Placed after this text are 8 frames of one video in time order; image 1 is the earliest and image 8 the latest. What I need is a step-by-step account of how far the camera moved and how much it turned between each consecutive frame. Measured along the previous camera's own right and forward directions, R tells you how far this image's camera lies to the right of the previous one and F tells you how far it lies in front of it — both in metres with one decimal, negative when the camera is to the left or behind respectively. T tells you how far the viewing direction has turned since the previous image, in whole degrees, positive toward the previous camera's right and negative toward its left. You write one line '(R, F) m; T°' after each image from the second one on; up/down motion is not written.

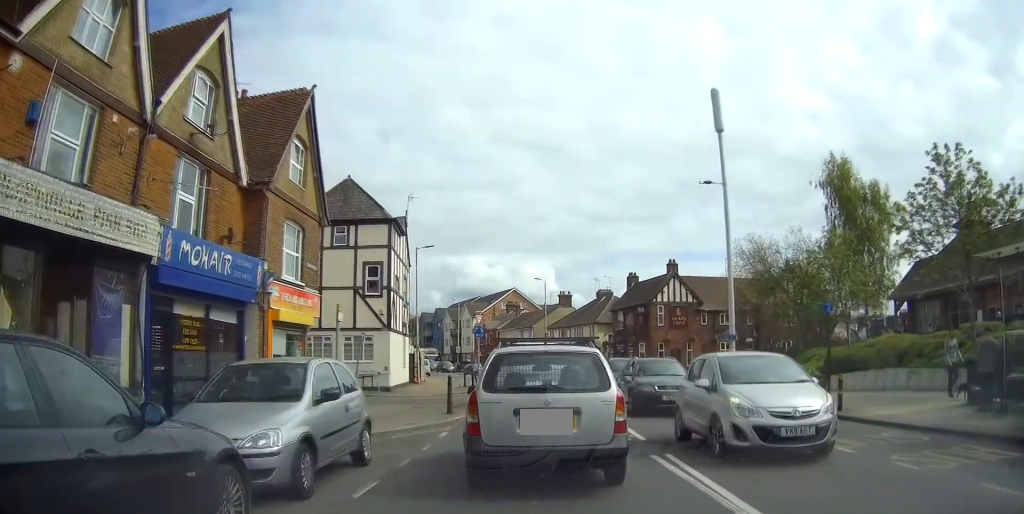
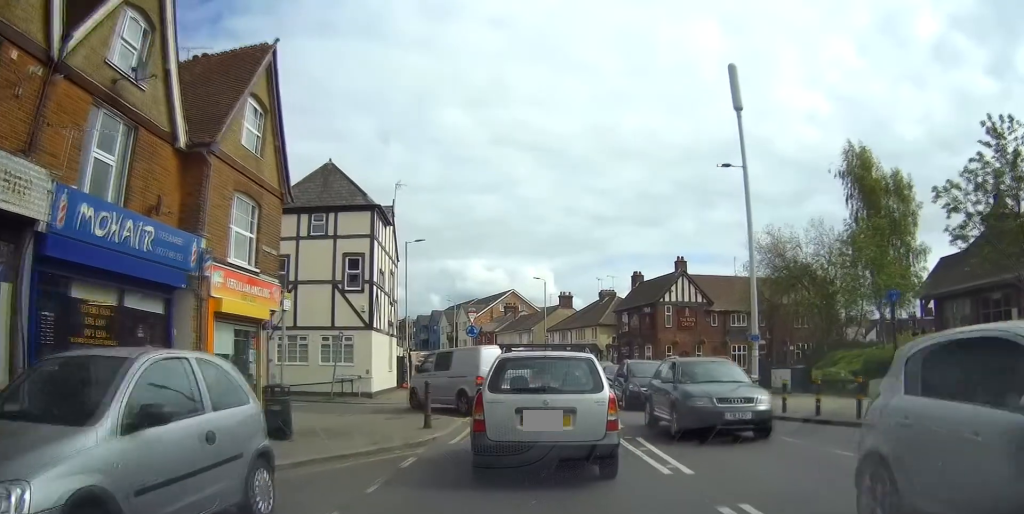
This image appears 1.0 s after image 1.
(+0.2, +3.9) m; +4°
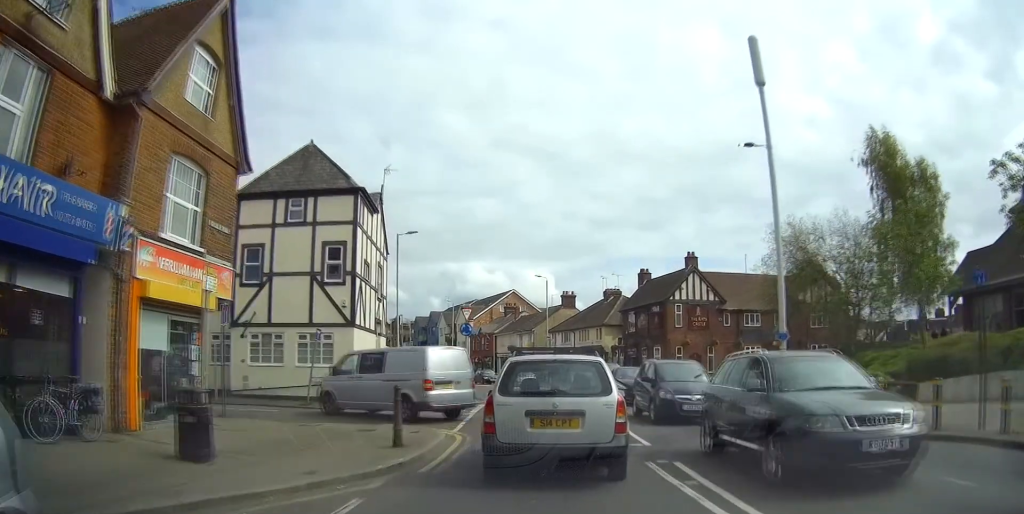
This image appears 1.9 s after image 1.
(0.0, +3.3) m; +1°
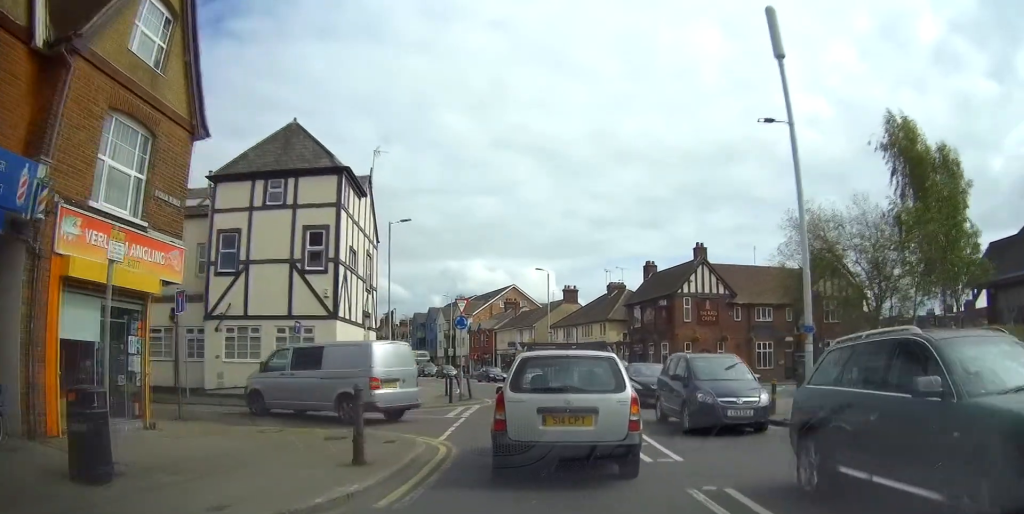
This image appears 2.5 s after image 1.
(0.0, +2.4) m; 0°
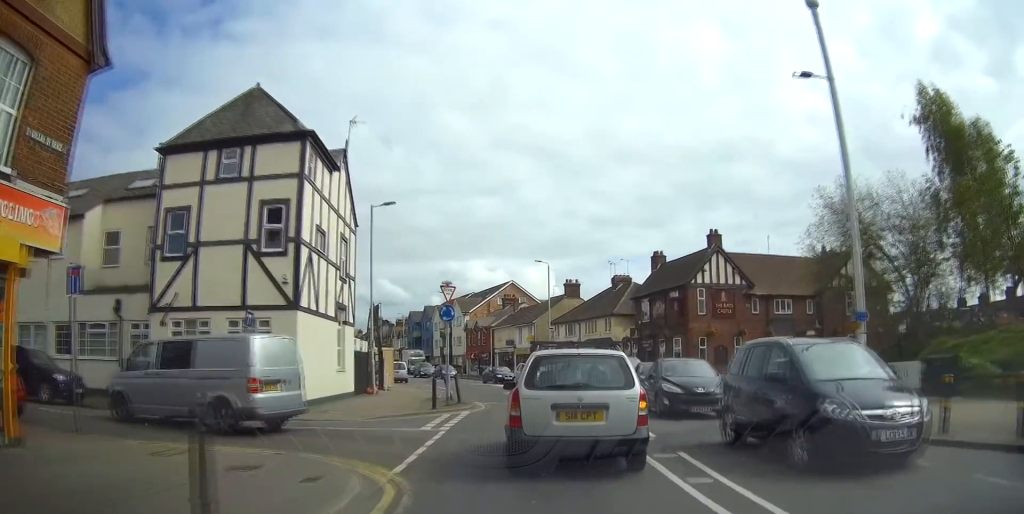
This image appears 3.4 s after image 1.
(0.0, +4.0) m; -2°
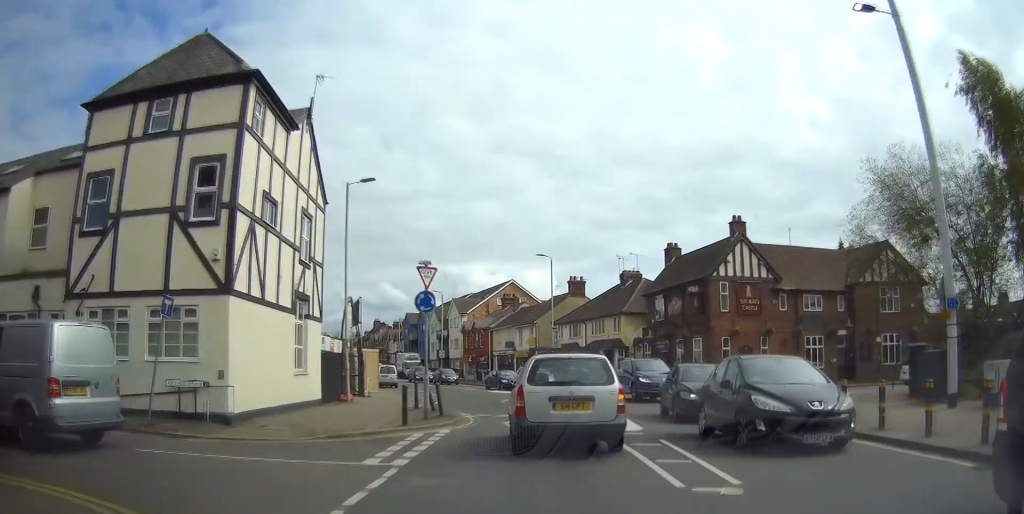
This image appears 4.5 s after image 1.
(-0.2, +4.9) m; -3°
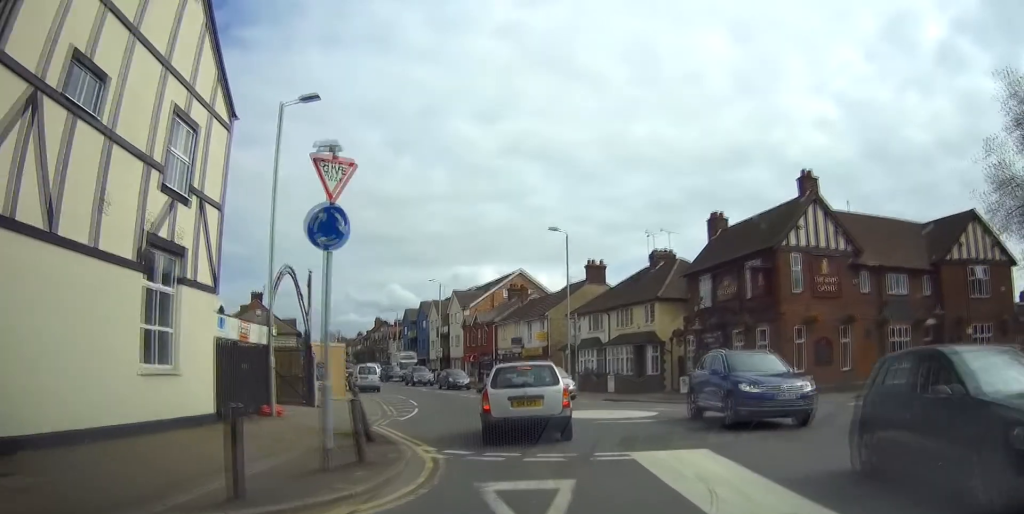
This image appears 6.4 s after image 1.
(+0.1, +9.7) m; +2°
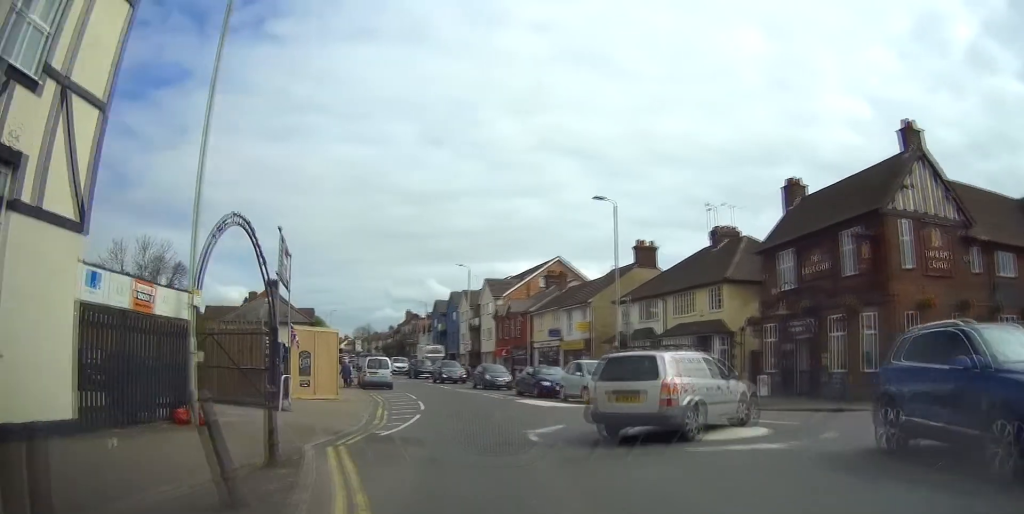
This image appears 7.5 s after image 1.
(+0.1, +6.8) m; -3°
